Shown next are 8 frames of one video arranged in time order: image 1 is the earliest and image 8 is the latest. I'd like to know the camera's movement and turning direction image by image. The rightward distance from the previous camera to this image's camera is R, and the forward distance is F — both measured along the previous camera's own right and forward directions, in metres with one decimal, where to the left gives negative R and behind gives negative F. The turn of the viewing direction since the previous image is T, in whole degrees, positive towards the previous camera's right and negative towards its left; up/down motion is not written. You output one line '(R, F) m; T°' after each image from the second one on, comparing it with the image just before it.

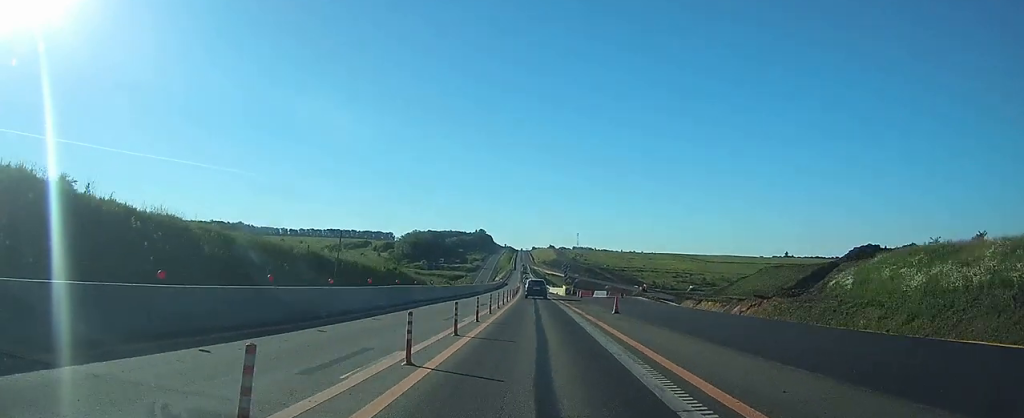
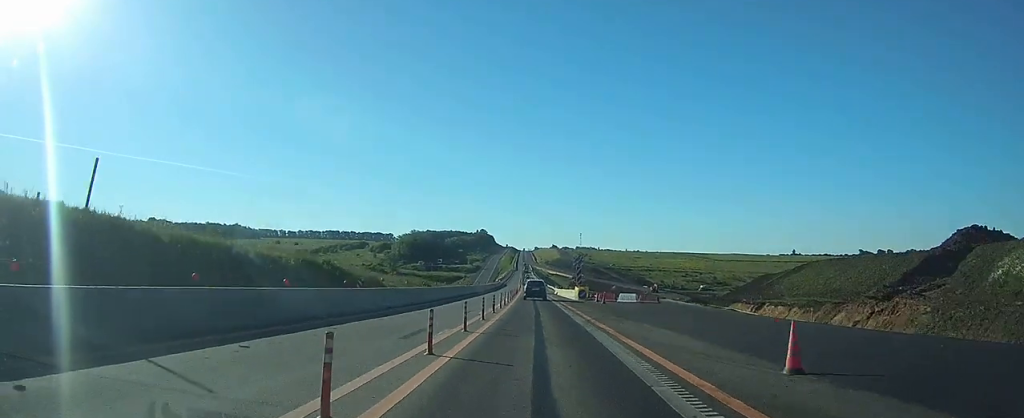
(0.0, +18.4) m; 0°
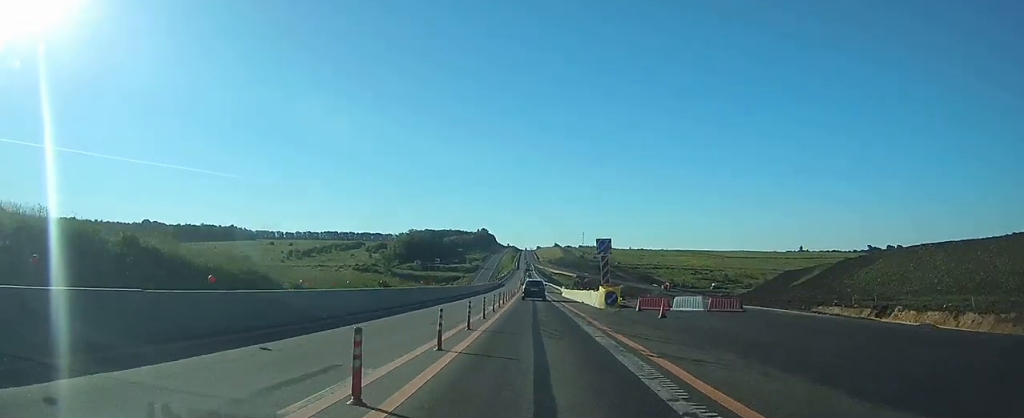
(0.0, +19.1) m; 0°
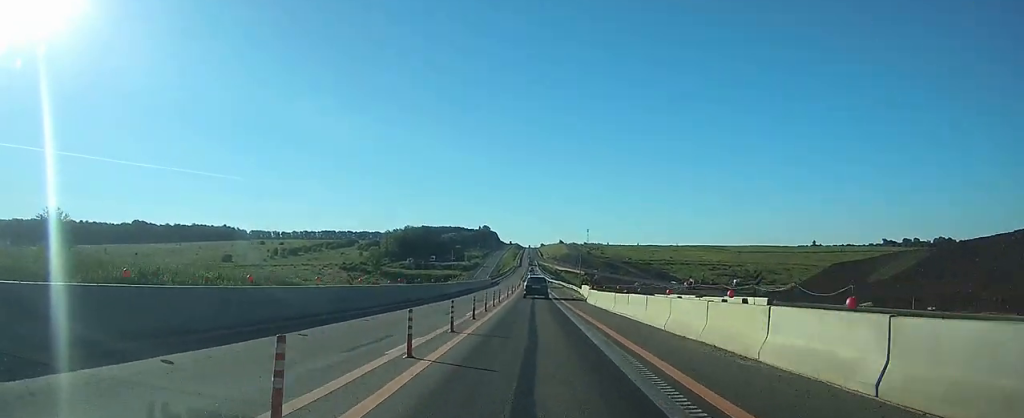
(-0.3, +31.4) m; -1°
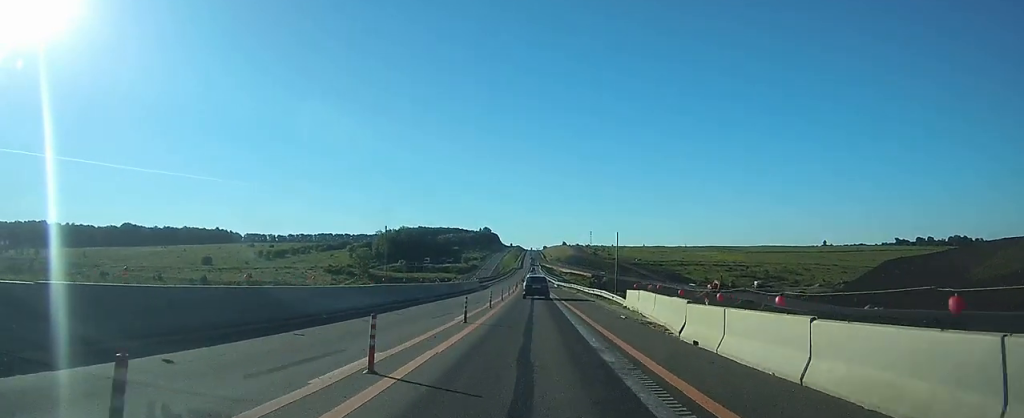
(+0.1, +26.5) m; 0°
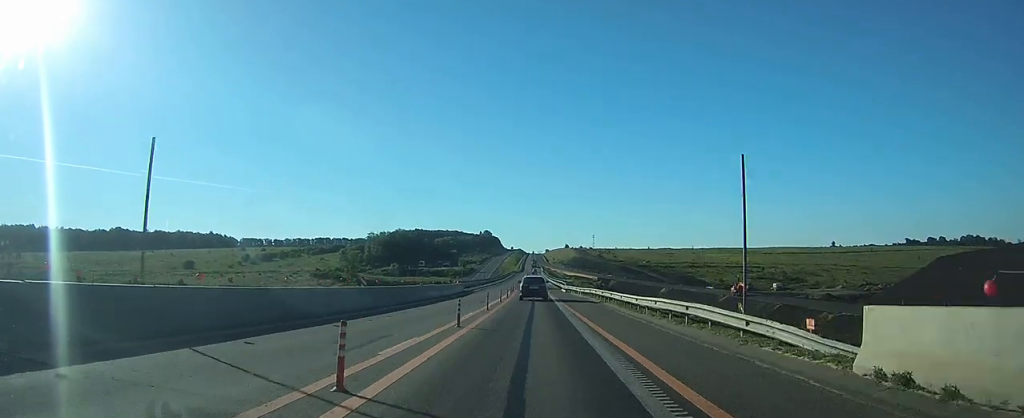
(0.0, +20.9) m; 0°
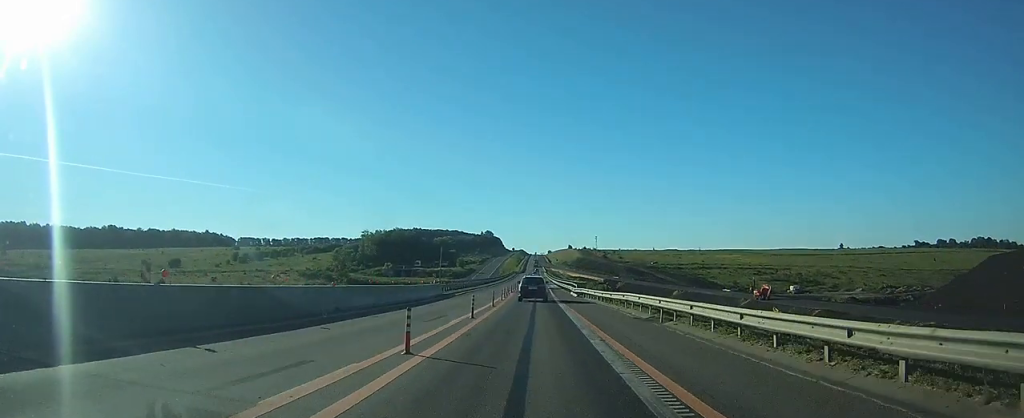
(0.0, +16.2) m; 0°
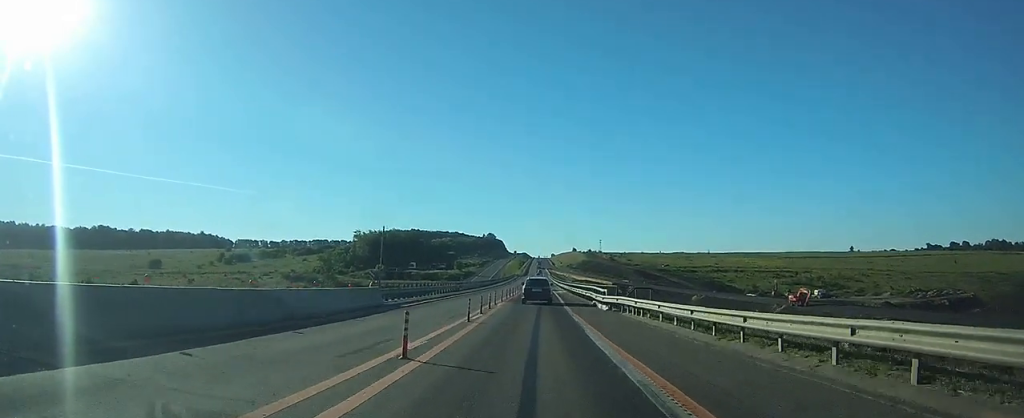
(-0.1, +19.9) m; -1°
